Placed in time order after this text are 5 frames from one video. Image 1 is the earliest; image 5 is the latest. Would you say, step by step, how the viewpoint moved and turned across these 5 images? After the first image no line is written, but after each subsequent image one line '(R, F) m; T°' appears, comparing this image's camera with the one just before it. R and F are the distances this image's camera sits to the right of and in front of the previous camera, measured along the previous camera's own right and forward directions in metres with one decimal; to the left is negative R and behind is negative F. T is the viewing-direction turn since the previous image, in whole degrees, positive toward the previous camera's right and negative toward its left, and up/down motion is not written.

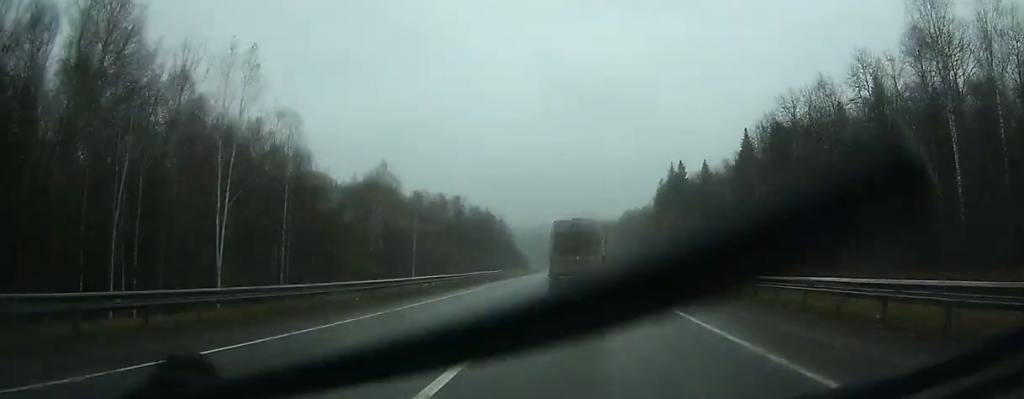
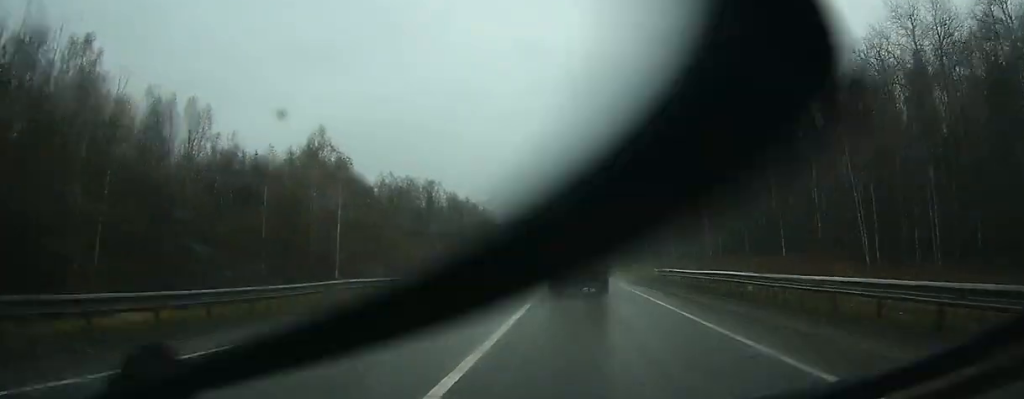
(+0.1, +29.4) m; 0°
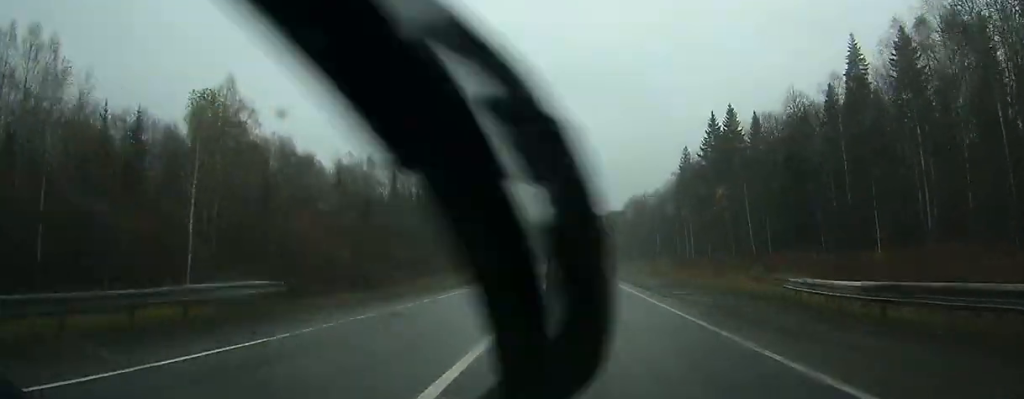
(+0.1, +26.3) m; 0°
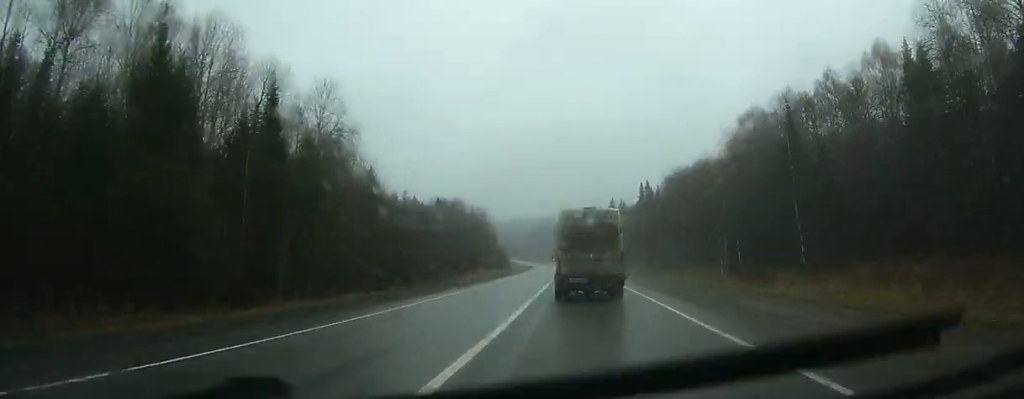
(-3.2, +130.5) m; -3°
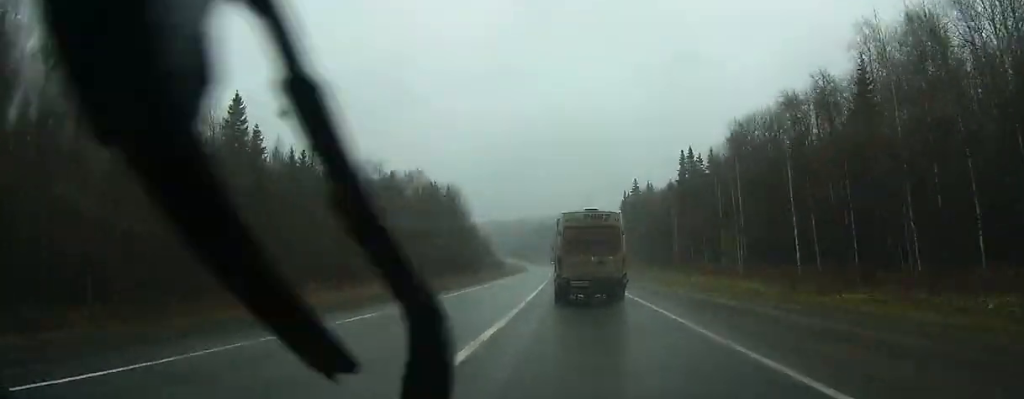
(-0.4, +62.1) m; -1°
